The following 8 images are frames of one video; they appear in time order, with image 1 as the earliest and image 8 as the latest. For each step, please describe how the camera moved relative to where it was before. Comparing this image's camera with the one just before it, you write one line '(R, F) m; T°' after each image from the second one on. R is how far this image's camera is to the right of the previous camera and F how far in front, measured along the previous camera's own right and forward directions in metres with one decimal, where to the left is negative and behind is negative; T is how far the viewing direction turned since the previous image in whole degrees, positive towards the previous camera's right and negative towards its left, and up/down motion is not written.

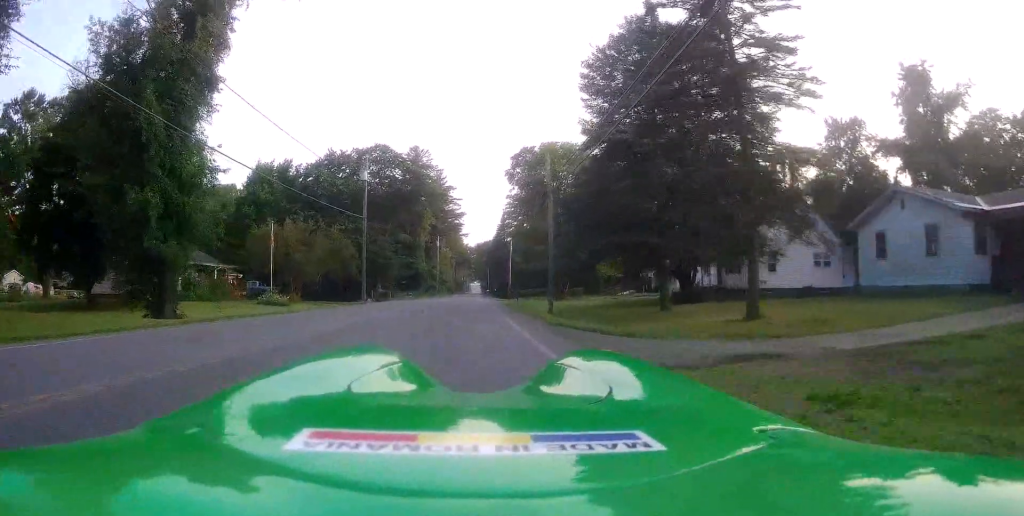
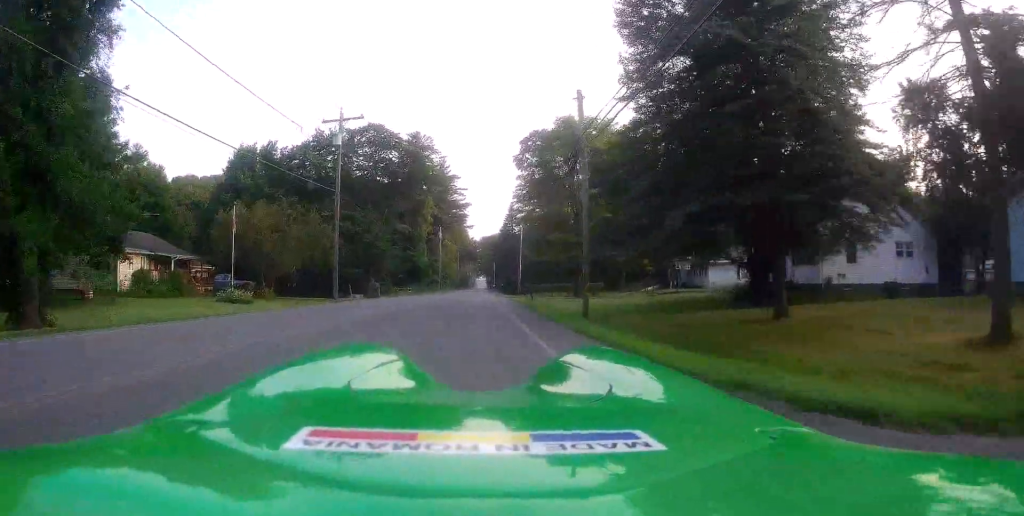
(0.0, +9.2) m; -2°
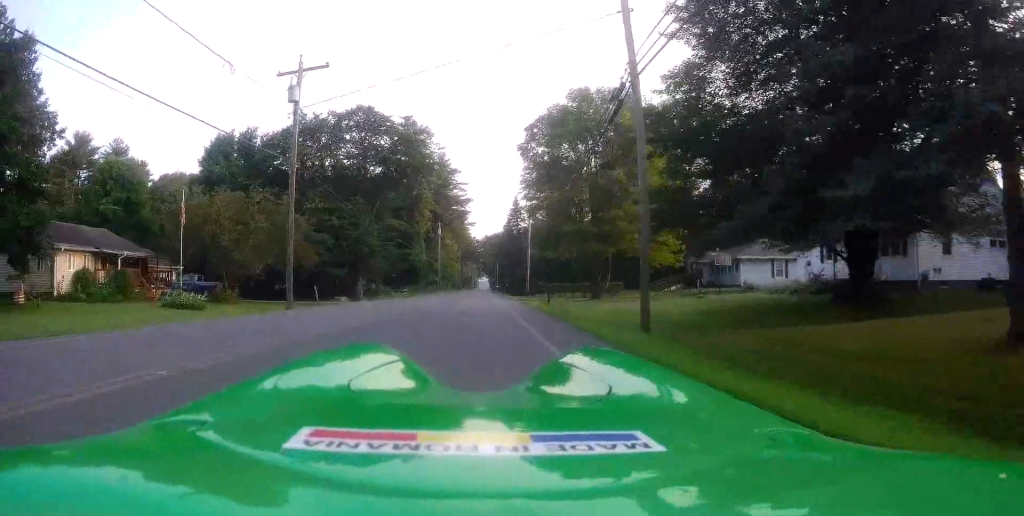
(-0.3, +8.1) m; 0°
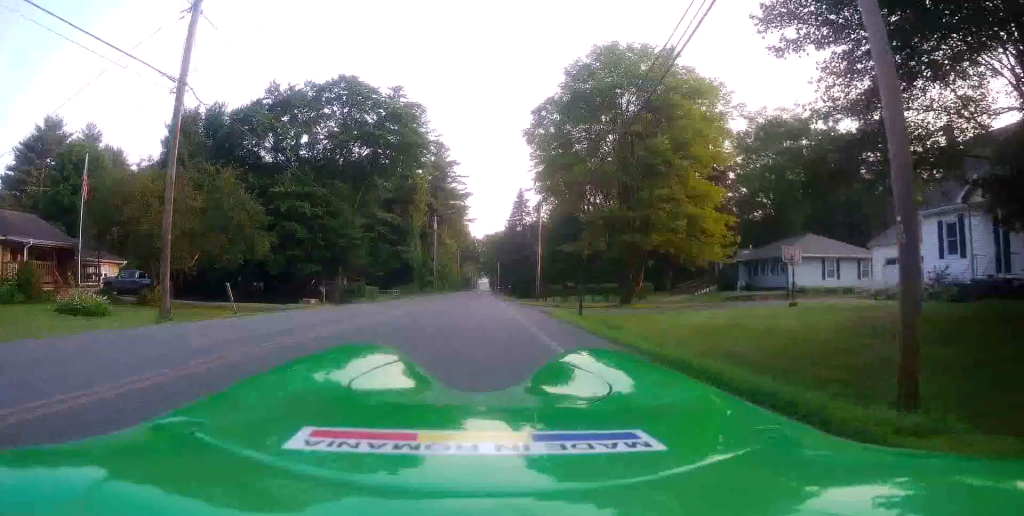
(+0.2, +10.1) m; +2°
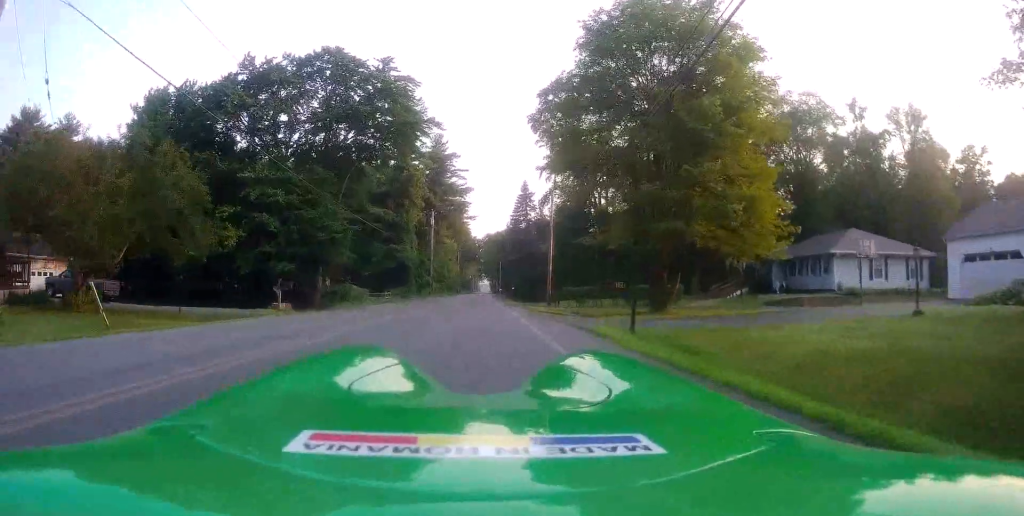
(+0.1, +7.0) m; 0°
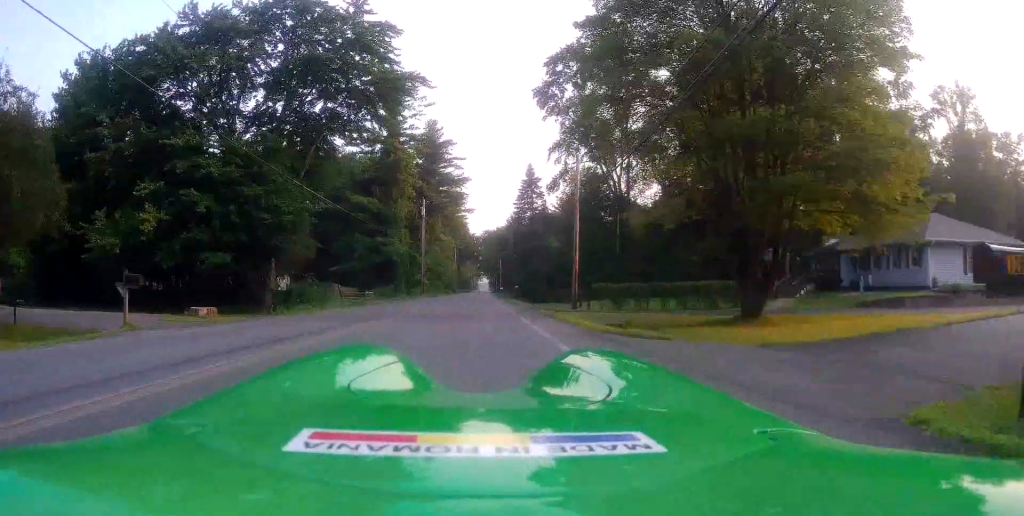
(-0.2, +11.4) m; -1°
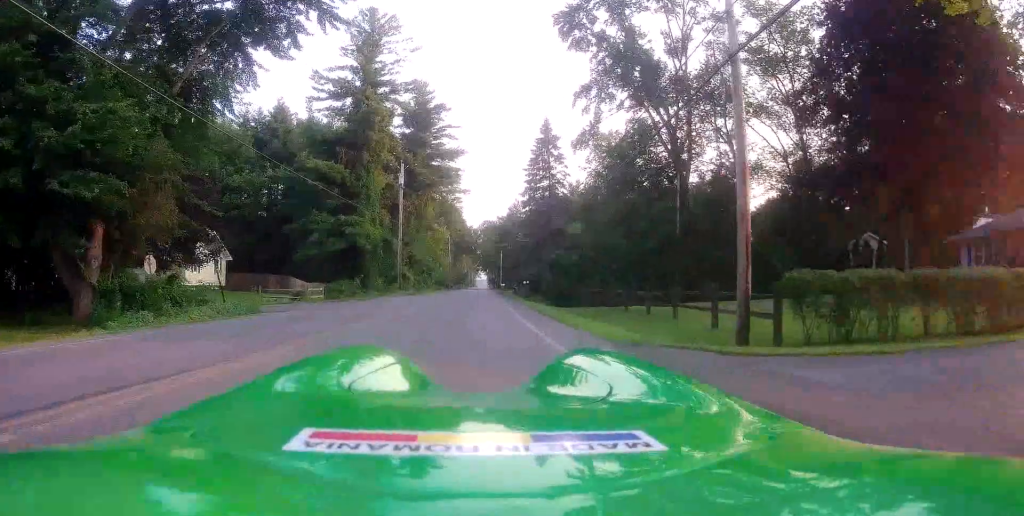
(+0.4, +19.0) m; +5°
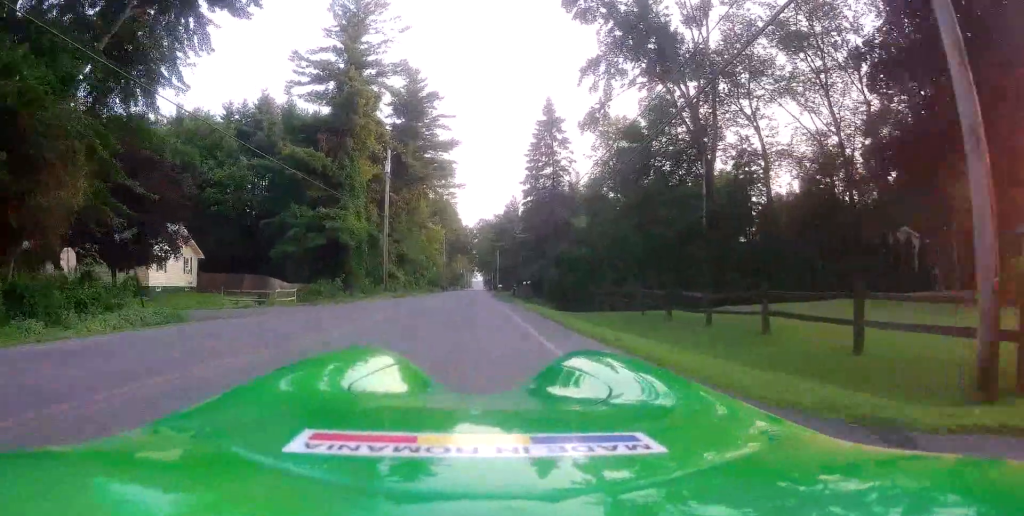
(+0.1, +5.5) m; 0°
